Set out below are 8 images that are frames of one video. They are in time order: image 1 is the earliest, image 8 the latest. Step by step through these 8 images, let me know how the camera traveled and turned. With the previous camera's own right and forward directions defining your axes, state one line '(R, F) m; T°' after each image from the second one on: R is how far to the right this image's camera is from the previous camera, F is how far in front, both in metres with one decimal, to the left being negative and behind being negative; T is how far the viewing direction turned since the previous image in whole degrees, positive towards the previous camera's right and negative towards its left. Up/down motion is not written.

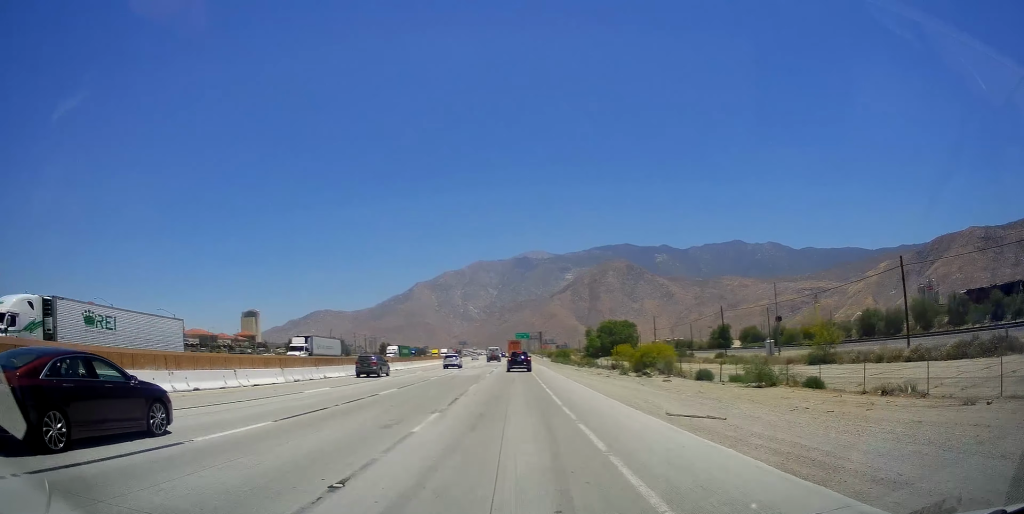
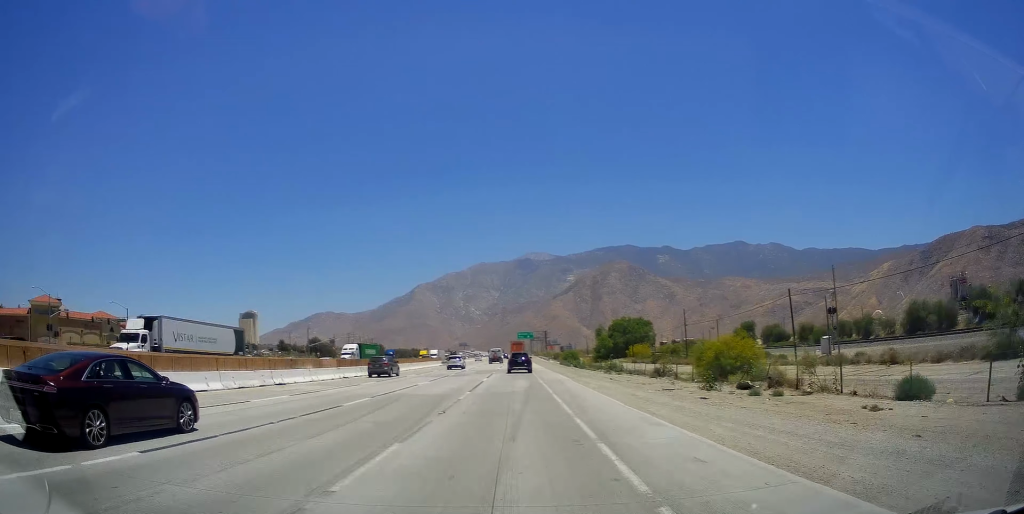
(+0.1, +19.9) m; 0°
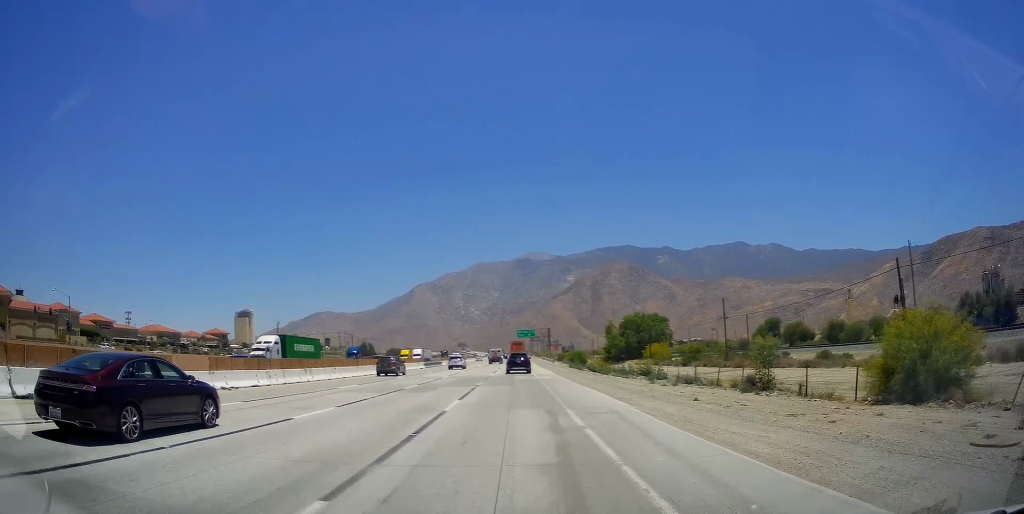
(-0.1, +18.4) m; 0°
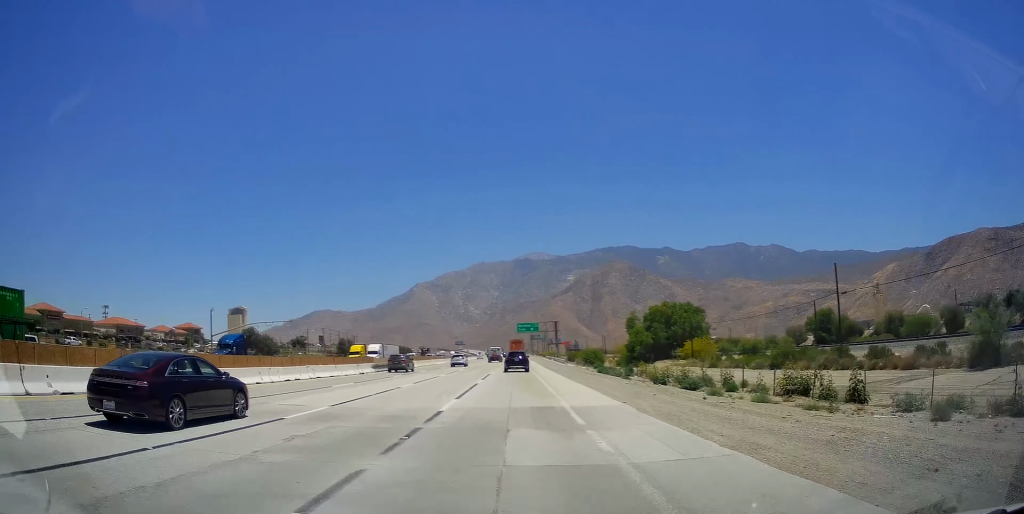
(-0.2, +29.2) m; -1°
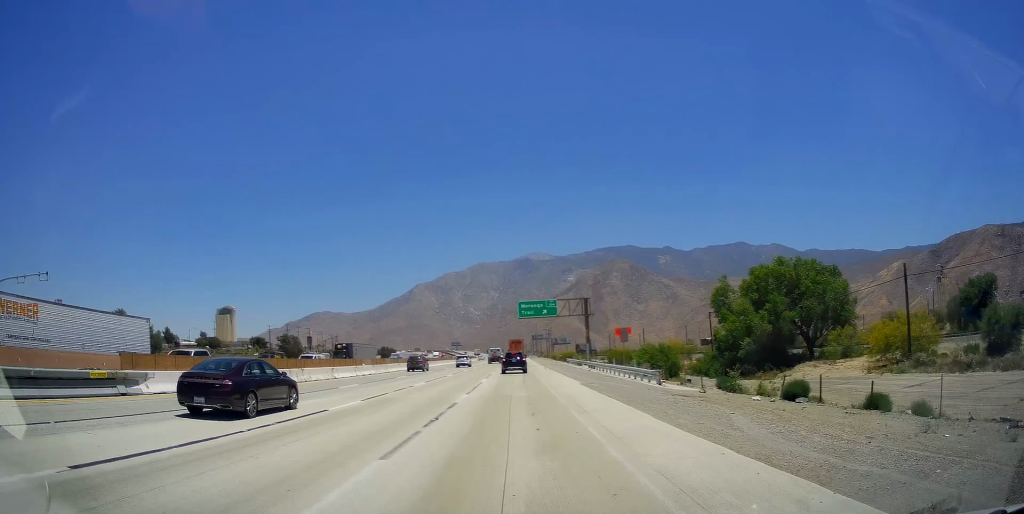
(+0.2, +56.4) m; +1°
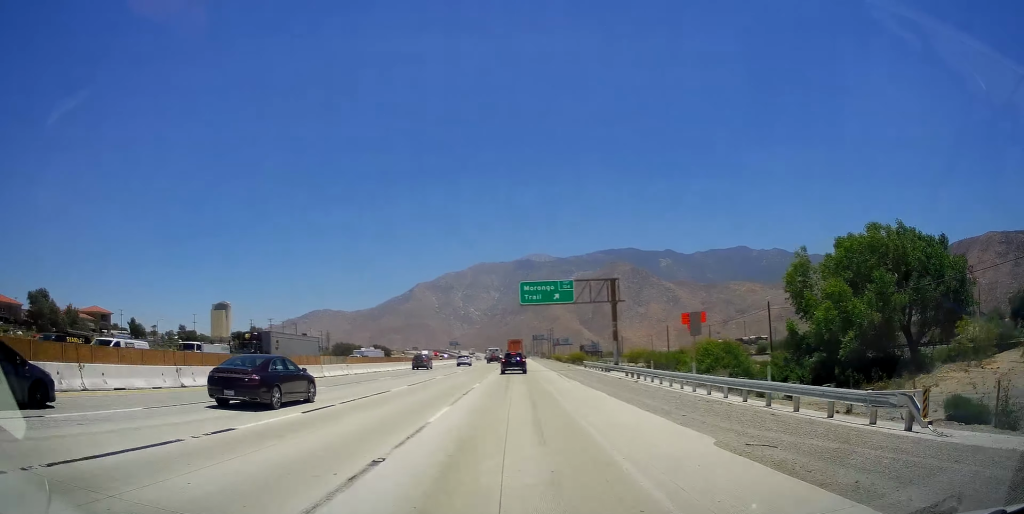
(+0.2, +21.4) m; 0°
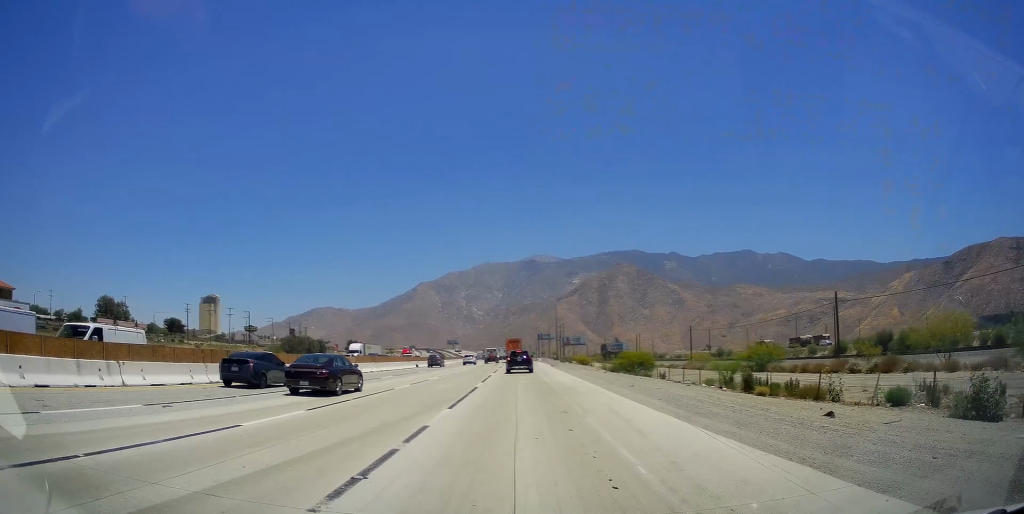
(-0.7, +57.2) m; 0°
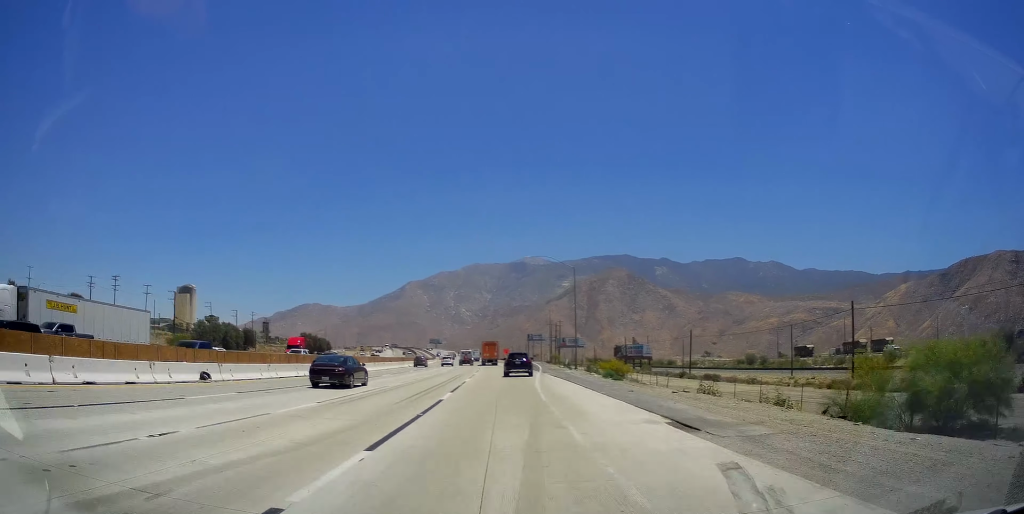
(+0.2, +50.0) m; +1°
